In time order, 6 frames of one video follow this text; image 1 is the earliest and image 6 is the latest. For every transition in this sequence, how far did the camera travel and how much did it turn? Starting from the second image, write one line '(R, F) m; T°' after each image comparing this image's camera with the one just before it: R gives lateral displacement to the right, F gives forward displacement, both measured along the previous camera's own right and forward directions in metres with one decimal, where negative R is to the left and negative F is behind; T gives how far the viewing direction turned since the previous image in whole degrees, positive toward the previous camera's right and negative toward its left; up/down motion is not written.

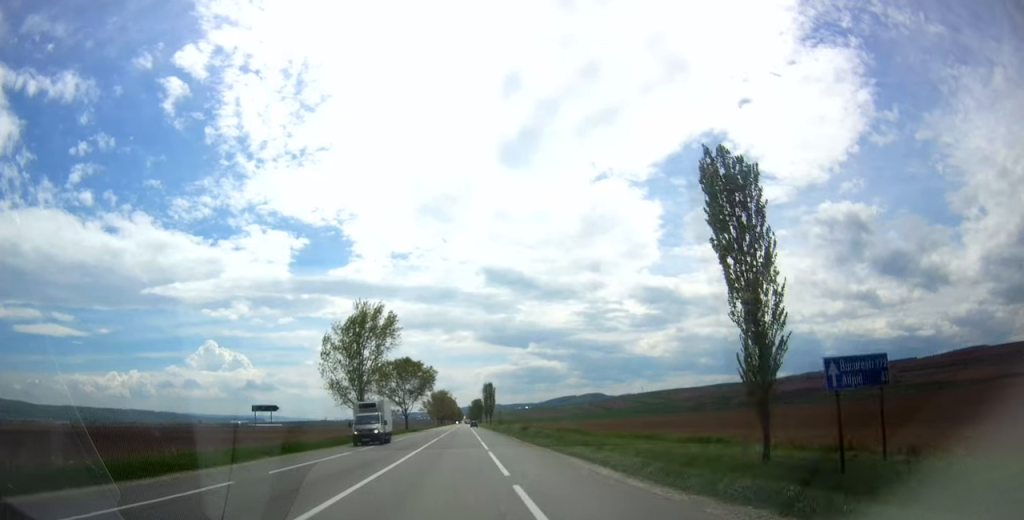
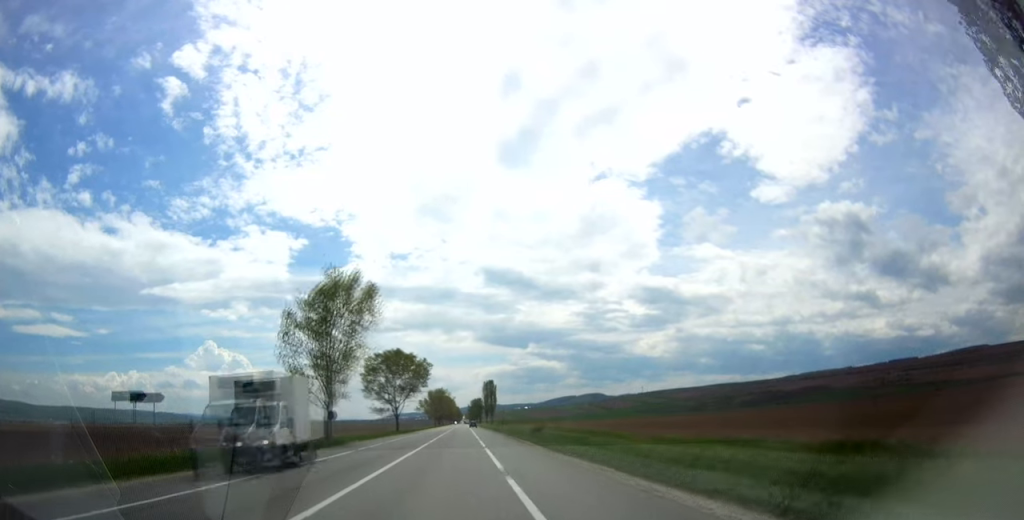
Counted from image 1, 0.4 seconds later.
(-0.1, +13.4) m; 0°
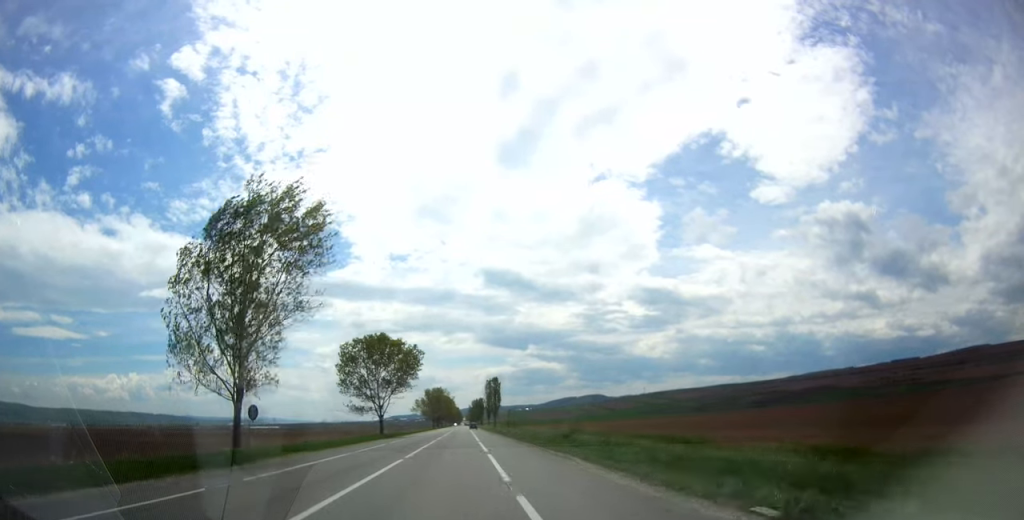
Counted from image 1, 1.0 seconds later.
(-0.1, +18.2) m; 0°
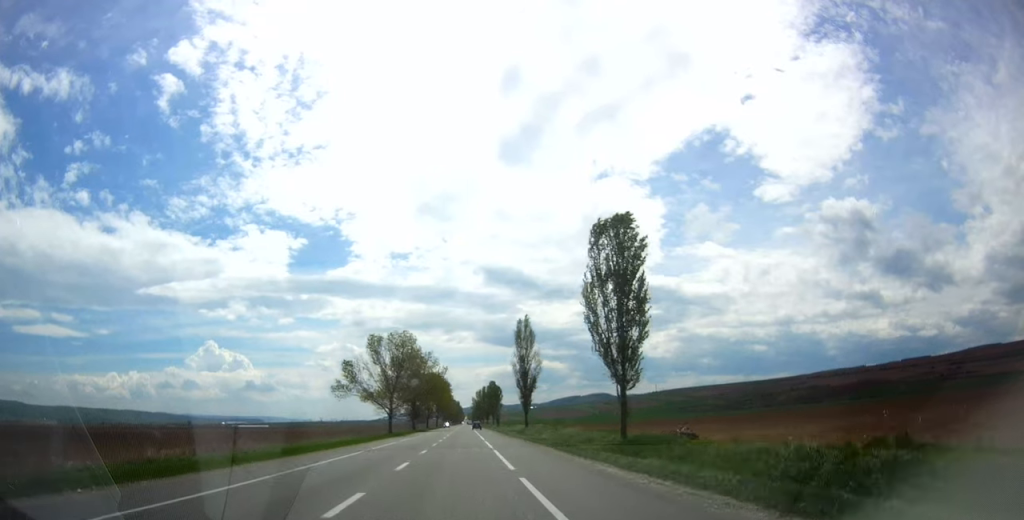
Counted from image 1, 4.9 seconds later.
(-0.1, +116.5) m; 0°
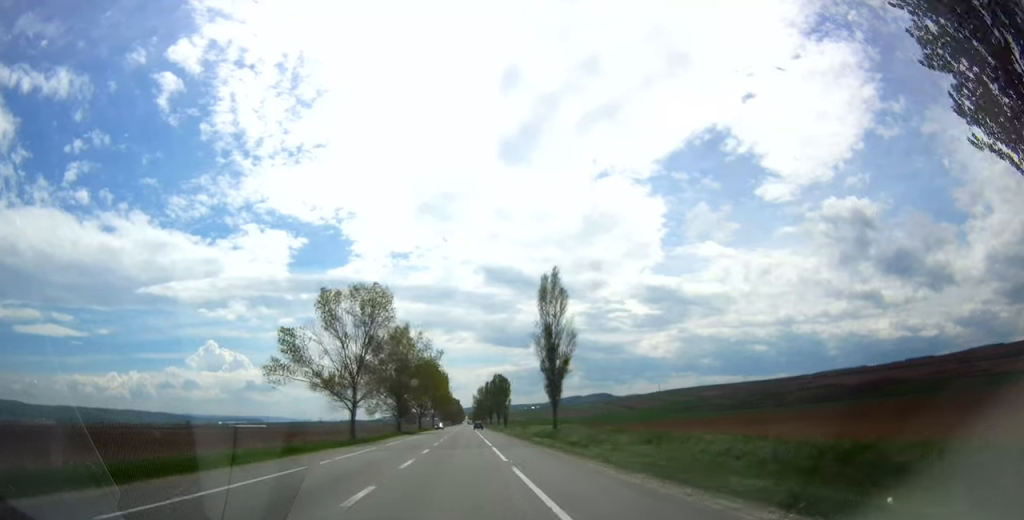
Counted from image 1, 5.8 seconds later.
(+0.6, +26.7) m; 0°
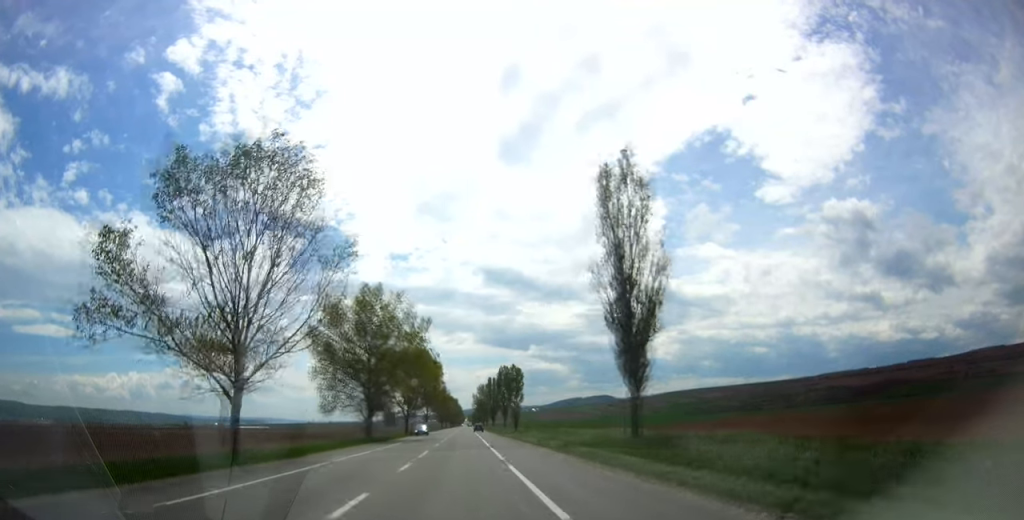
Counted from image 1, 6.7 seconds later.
(-0.5, +27.9) m; -1°
